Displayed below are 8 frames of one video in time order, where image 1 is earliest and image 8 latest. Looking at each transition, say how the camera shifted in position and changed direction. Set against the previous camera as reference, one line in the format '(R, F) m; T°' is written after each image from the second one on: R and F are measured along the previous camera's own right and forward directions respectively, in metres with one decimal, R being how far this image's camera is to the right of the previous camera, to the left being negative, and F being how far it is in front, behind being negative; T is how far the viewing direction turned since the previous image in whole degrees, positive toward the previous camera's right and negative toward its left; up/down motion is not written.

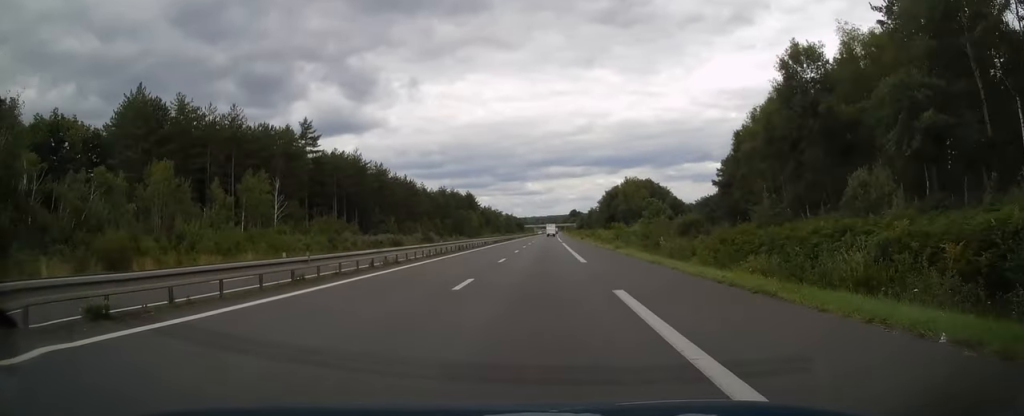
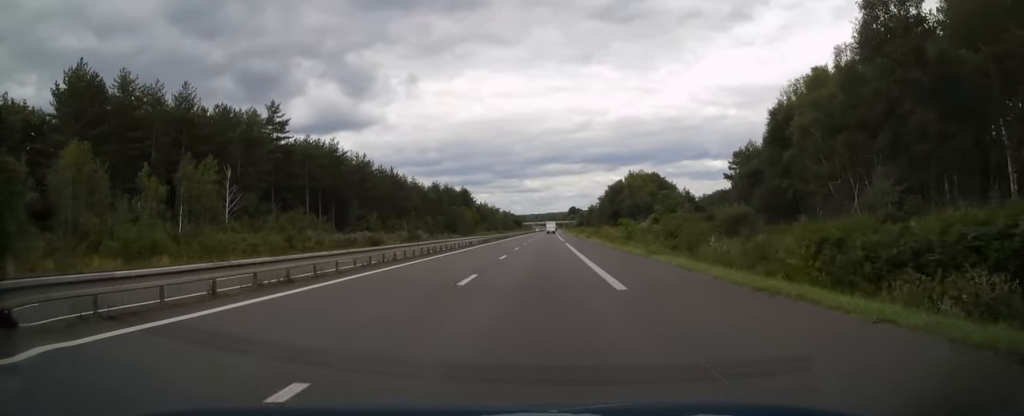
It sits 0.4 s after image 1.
(-0.1, +12.3) m; 0°
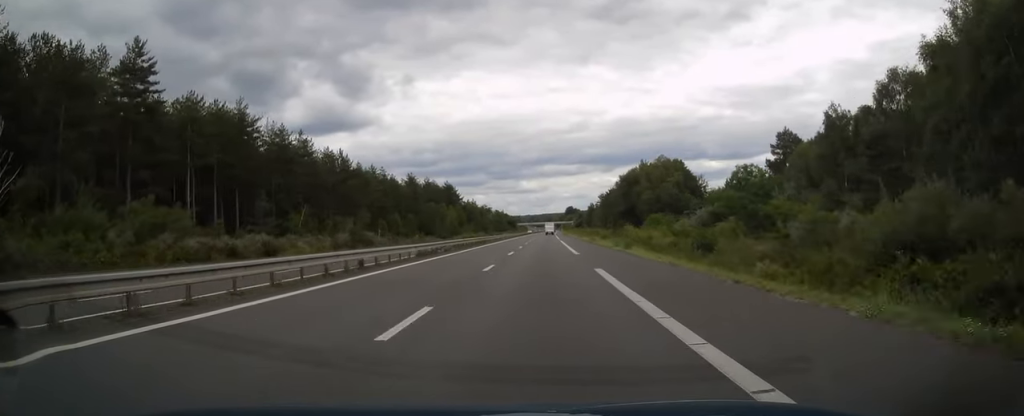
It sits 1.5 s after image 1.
(0.0, +32.9) m; 0°
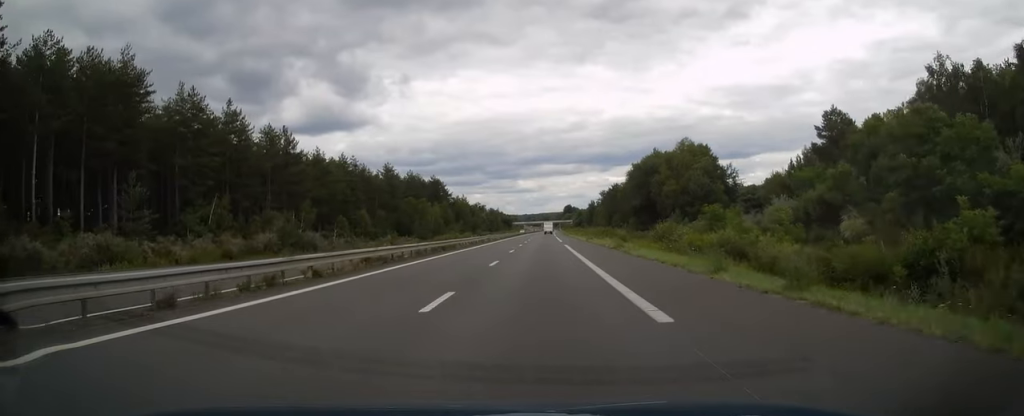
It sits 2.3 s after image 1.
(+0.2, +23.1) m; 0°
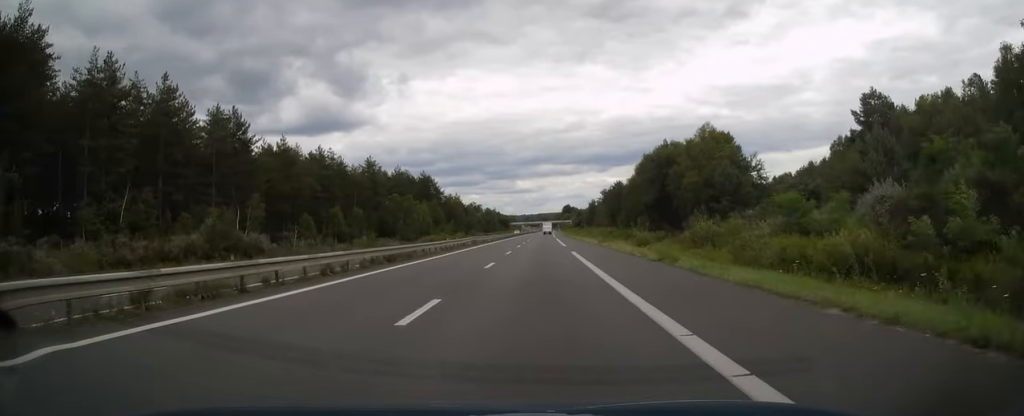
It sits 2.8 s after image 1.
(0.0, +14.2) m; 0°
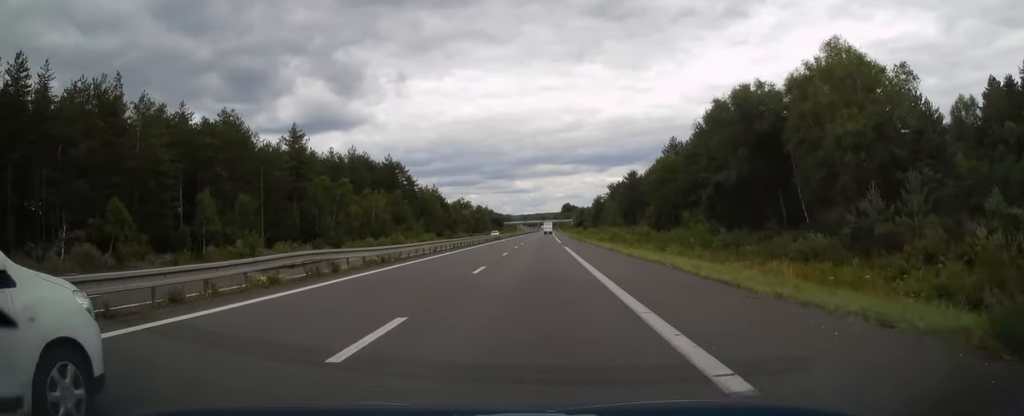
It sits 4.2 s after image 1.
(+0.1, +41.3) m; +1°
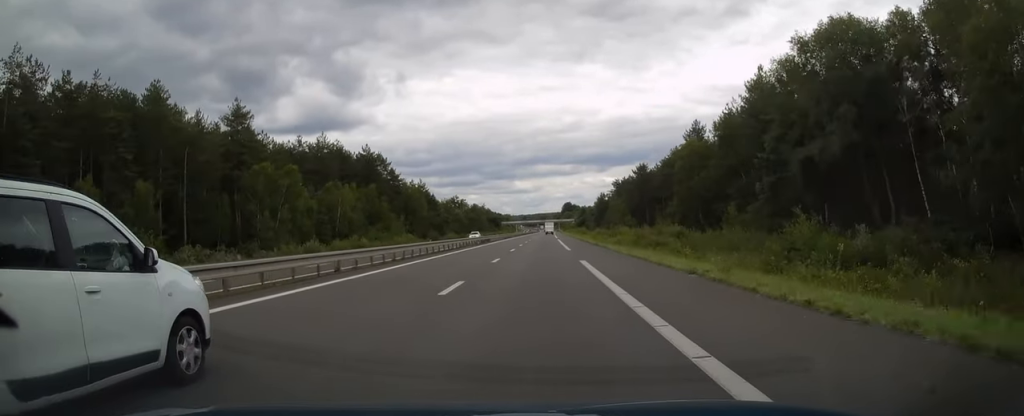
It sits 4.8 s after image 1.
(+0.1, +19.2) m; 0°
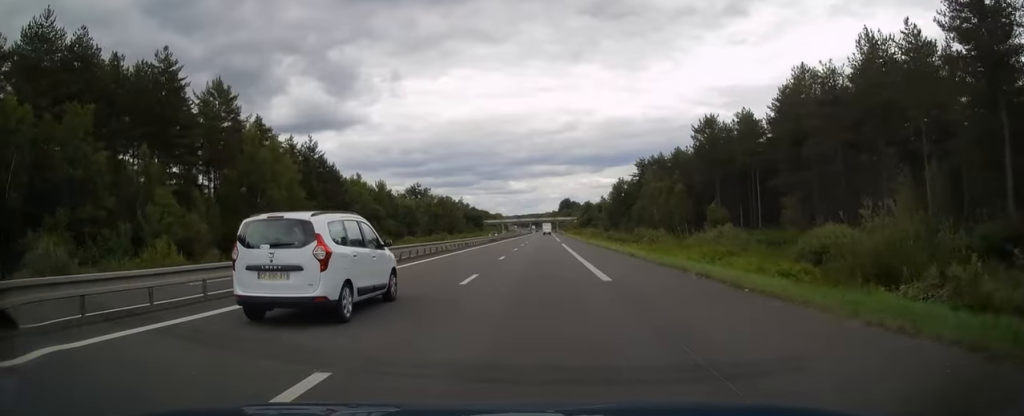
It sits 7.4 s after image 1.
(-0.2, +74.7) m; 0°
